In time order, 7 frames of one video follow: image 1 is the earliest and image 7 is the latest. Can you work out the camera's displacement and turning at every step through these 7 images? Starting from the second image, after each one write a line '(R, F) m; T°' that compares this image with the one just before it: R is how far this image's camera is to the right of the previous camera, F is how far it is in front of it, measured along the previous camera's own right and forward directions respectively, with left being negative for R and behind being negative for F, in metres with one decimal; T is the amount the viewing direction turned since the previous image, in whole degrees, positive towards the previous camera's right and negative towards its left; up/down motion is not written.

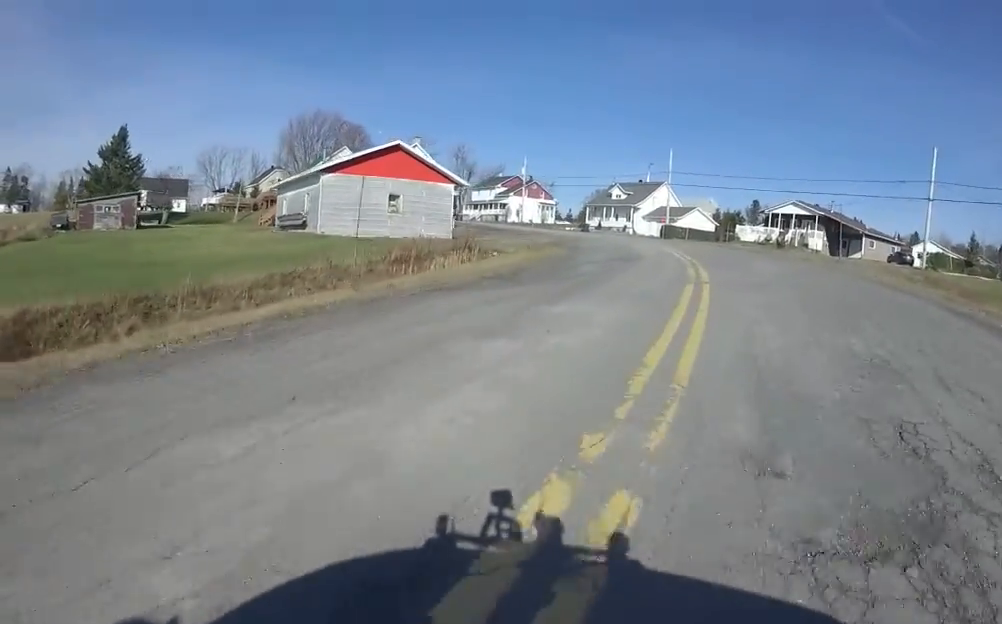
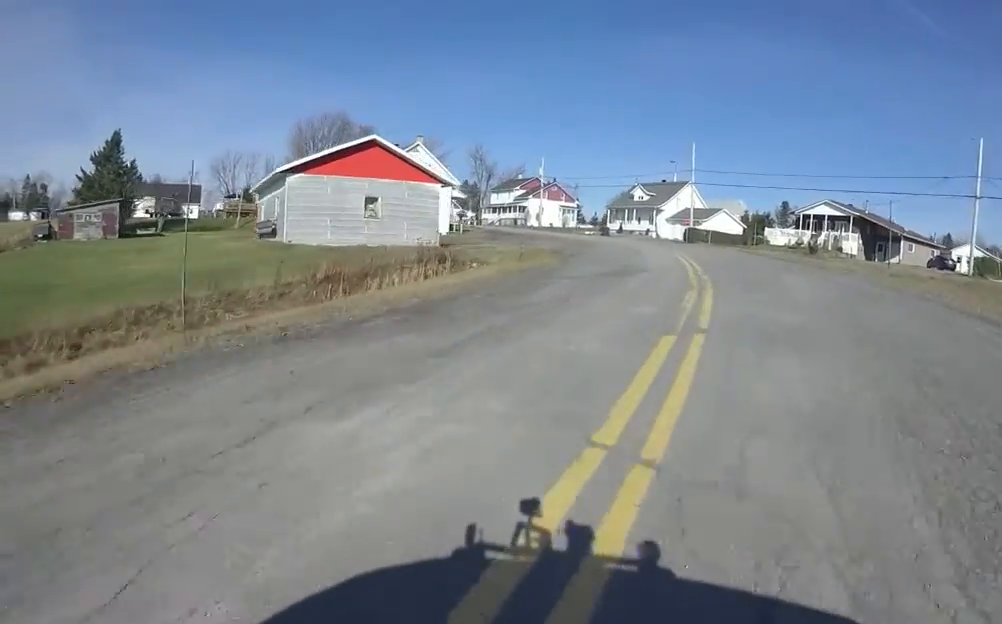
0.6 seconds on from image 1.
(0.0, +4.0) m; -3°
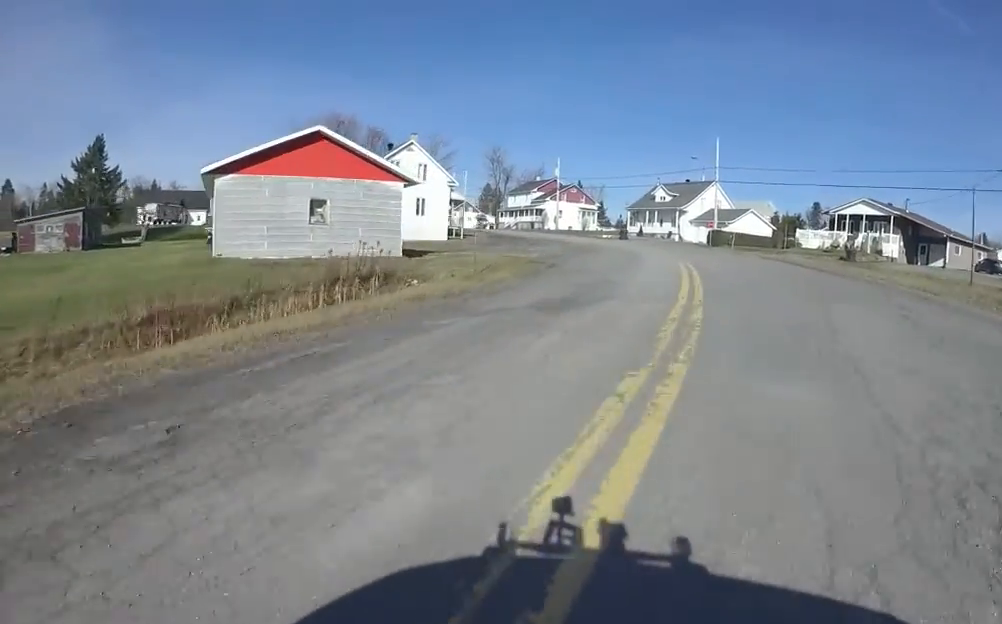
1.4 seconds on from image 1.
(-0.6, +5.0) m; -6°
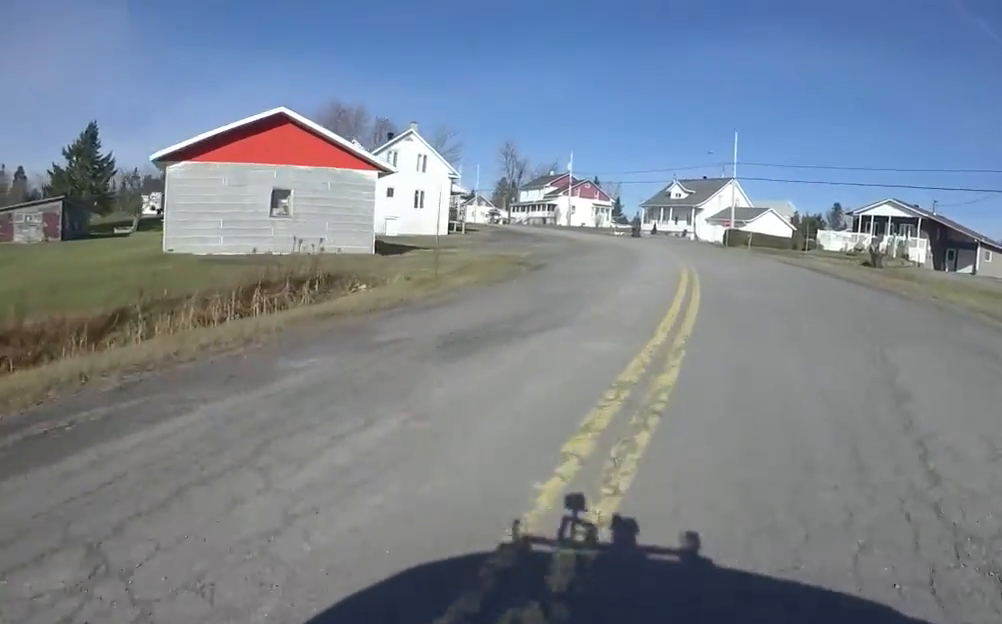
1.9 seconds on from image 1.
(0.0, +2.8) m; 0°
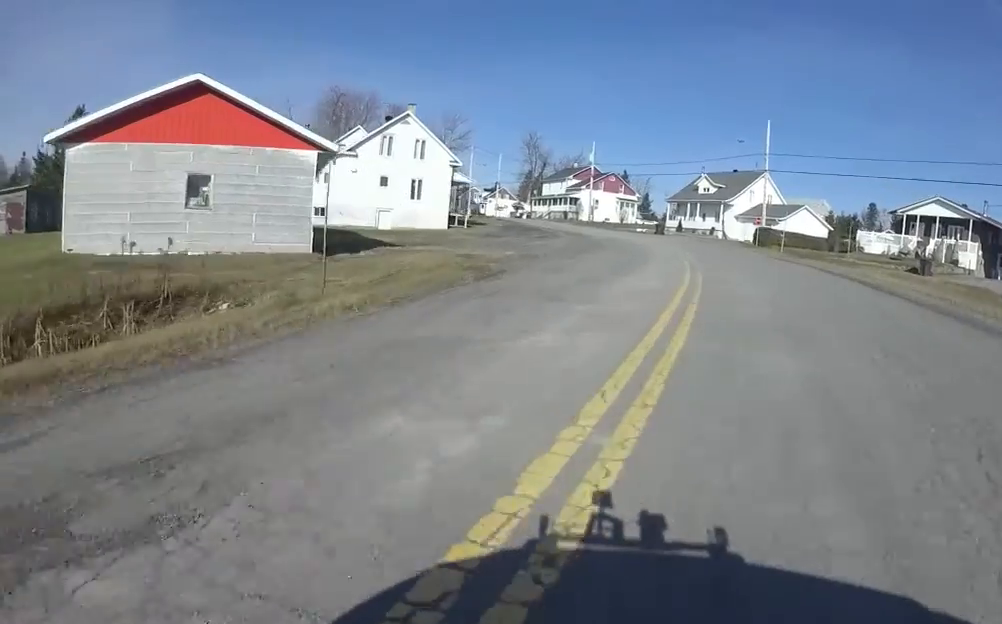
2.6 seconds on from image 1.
(0.0, +4.7) m; 0°
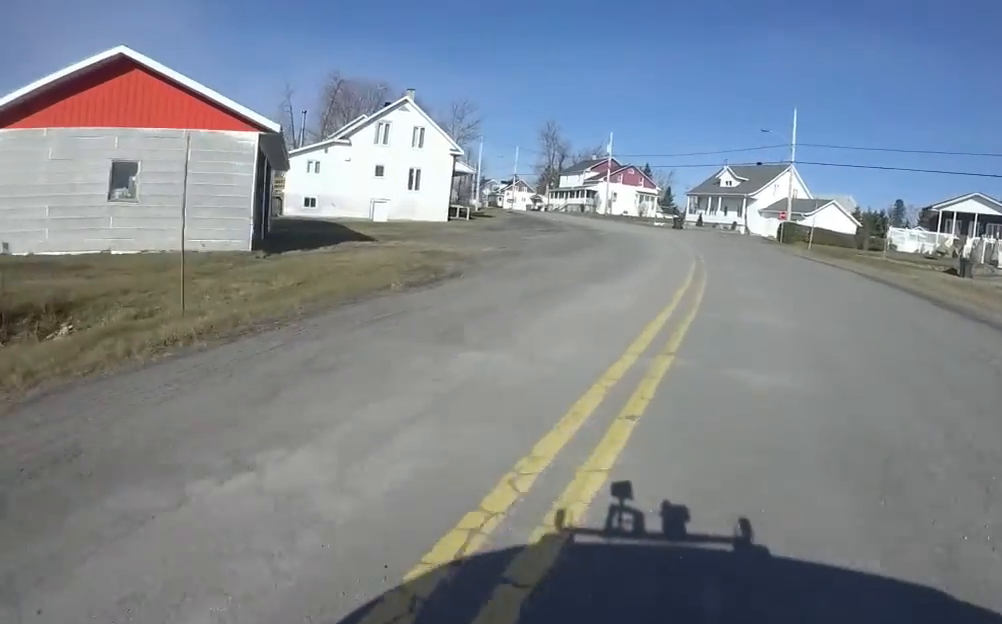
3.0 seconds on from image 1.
(0.0, +3.2) m; 0°
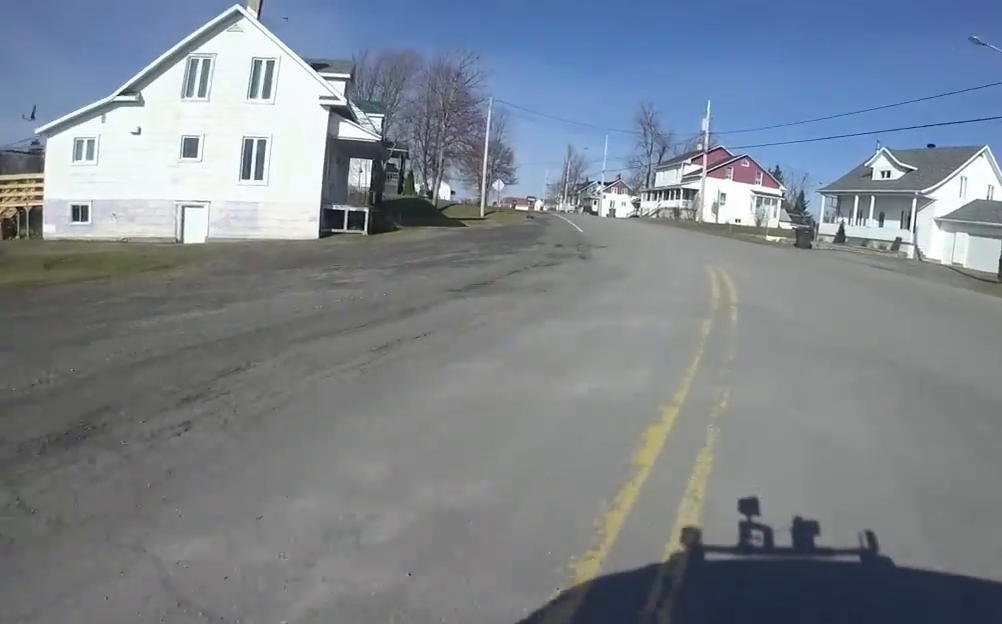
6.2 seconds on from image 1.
(-3.8, +24.0) m; -21°
